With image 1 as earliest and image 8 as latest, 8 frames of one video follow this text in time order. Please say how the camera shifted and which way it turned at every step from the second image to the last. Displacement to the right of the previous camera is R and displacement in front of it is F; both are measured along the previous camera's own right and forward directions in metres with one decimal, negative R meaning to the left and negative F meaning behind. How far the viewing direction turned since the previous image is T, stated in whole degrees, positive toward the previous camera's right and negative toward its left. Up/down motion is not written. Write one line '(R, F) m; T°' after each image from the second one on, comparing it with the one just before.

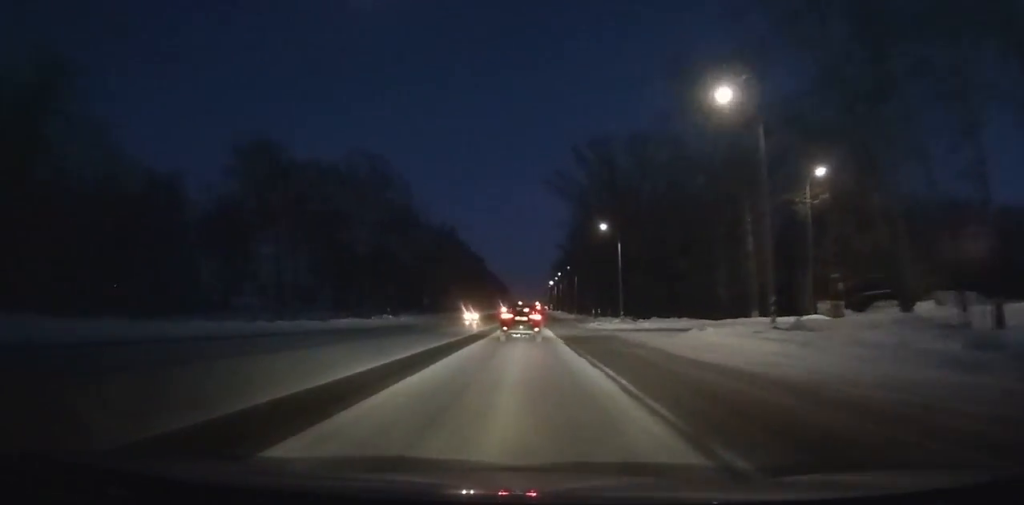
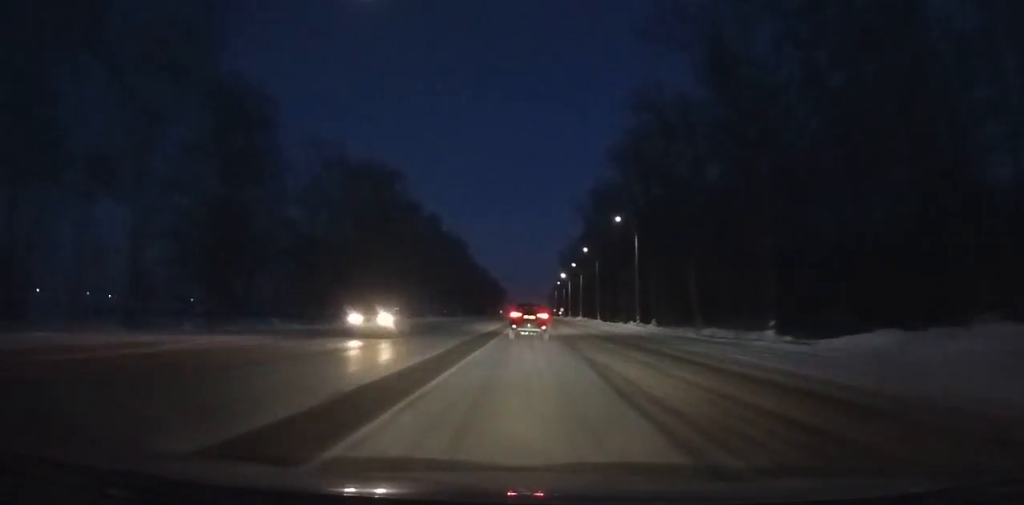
(+0.3, +67.9) m; +1°
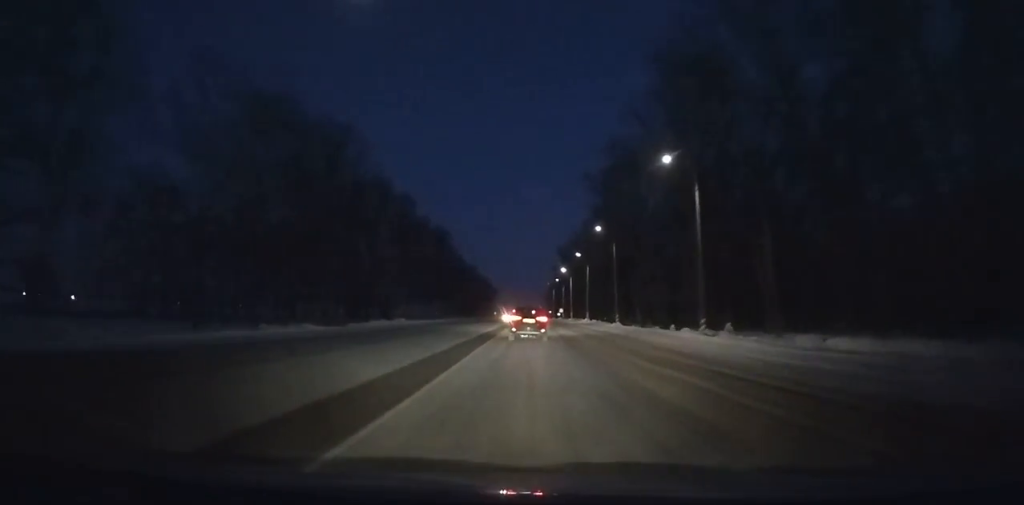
(+0.2, +22.1) m; 0°
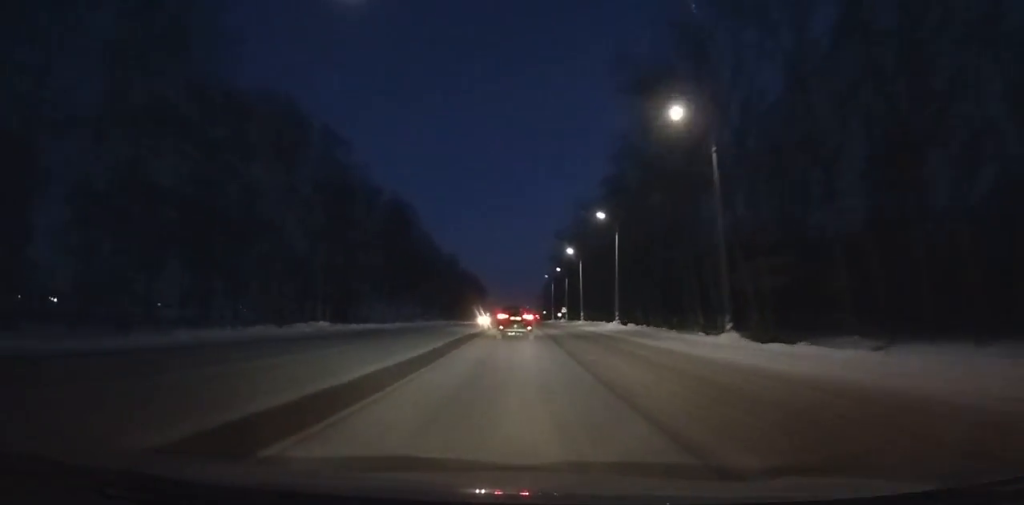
(+0.2, +37.1) m; 0°
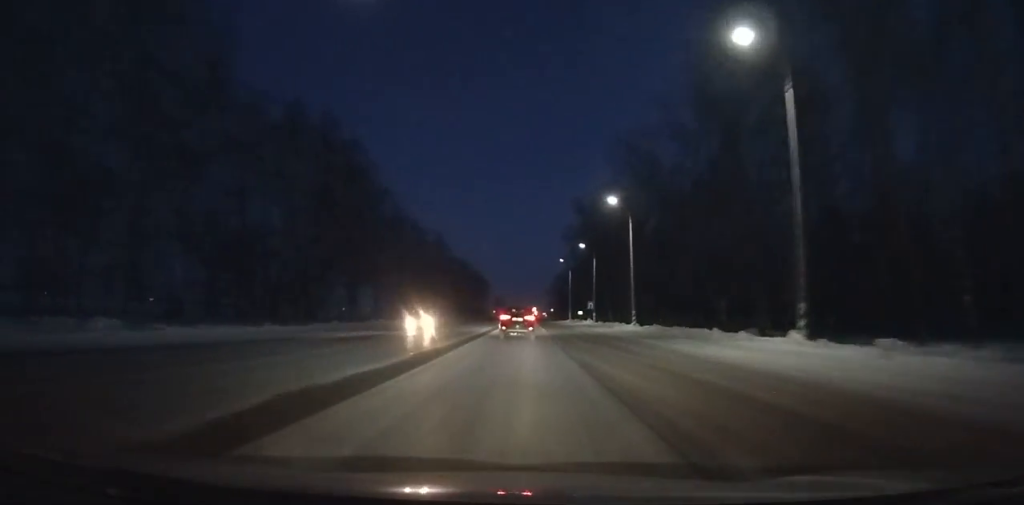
(-0.3, +37.3) m; 0°
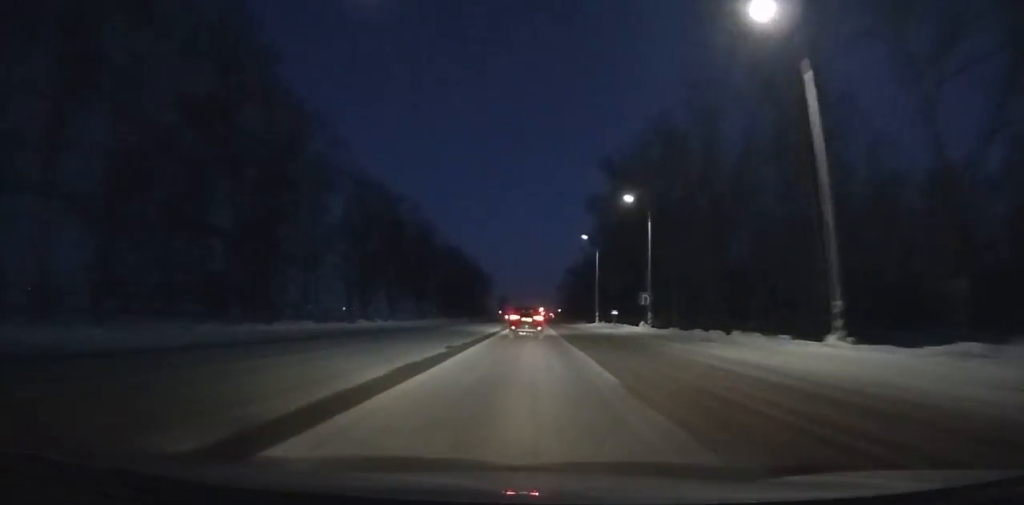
(+0.1, +32.1) m; 0°
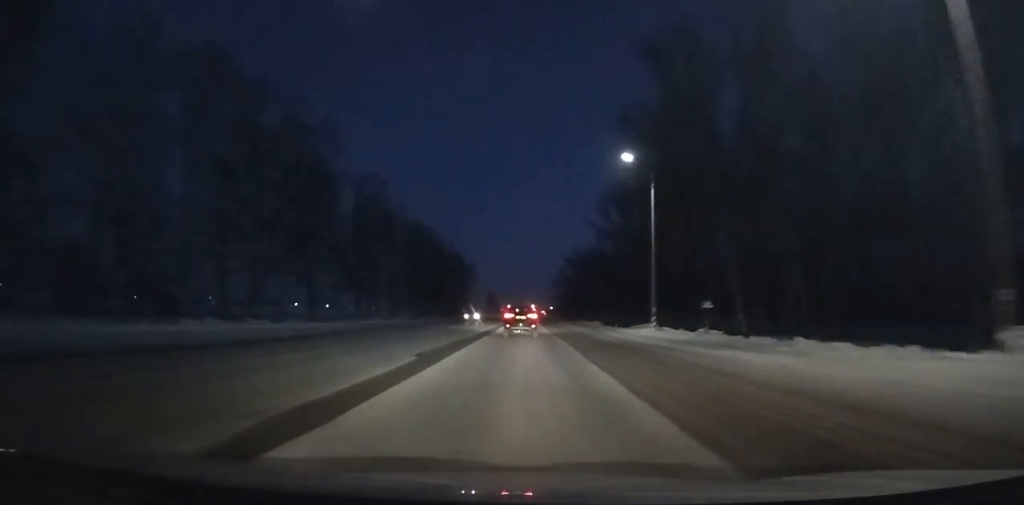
(0.0, +36.1) m; 0°
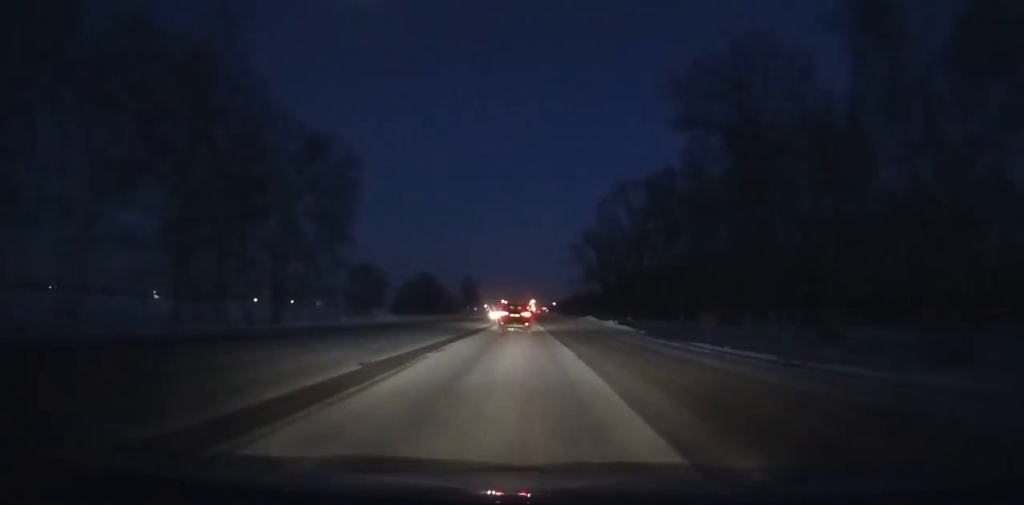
(+0.8, +126.9) m; 0°
